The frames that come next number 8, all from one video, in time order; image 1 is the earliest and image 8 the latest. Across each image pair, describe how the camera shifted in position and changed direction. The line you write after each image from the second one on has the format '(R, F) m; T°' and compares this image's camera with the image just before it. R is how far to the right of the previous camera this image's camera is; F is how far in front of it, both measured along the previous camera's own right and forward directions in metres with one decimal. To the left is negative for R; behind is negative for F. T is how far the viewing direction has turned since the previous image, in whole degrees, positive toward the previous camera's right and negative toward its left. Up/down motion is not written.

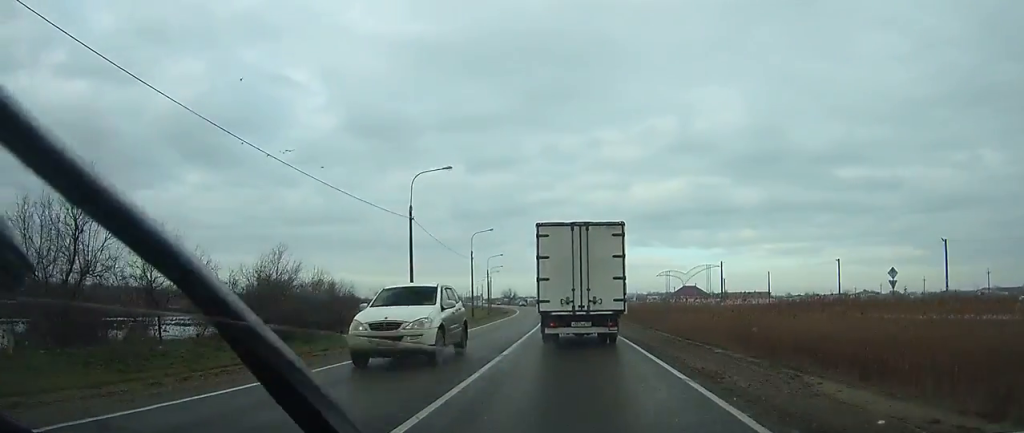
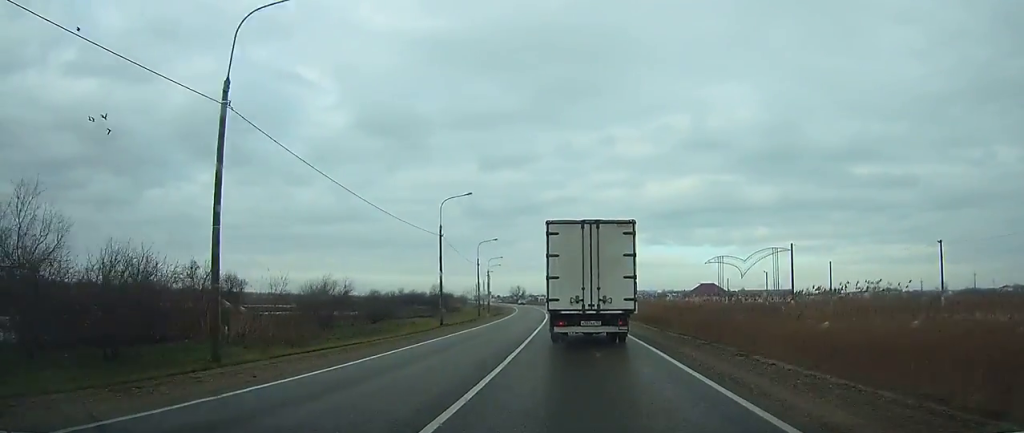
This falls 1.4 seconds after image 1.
(-0.3, +22.8) m; -1°
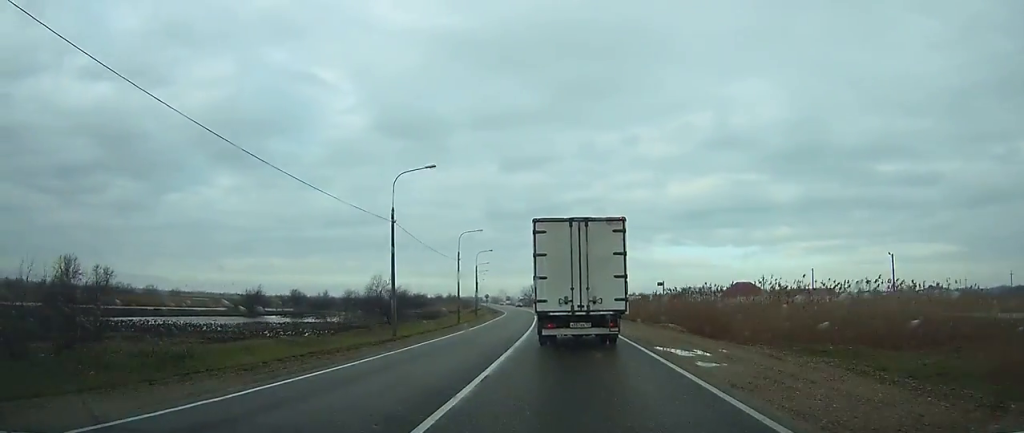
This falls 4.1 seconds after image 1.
(-0.8, +43.6) m; -3°
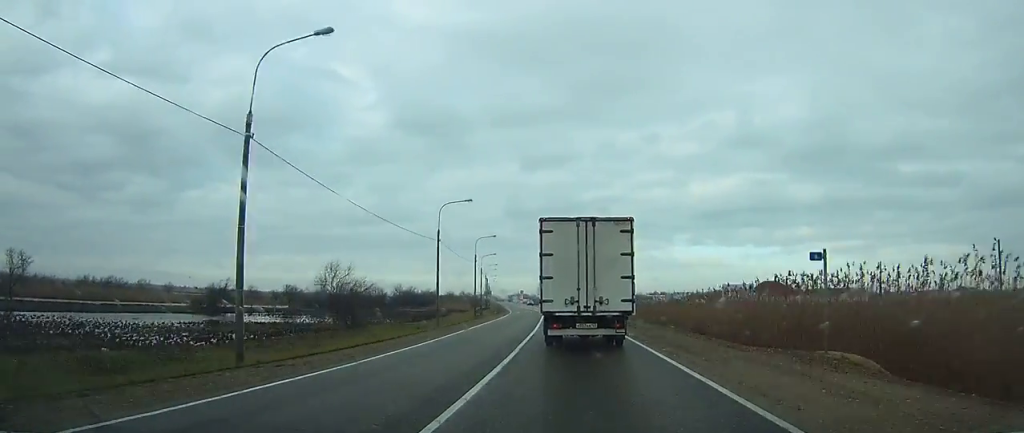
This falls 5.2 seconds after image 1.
(-0.4, +18.6) m; -1°
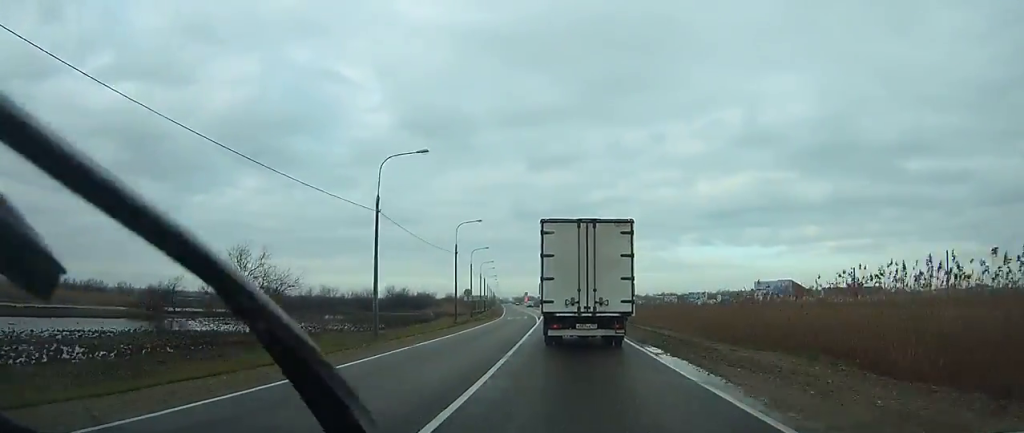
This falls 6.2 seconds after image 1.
(-0.1, +16.5) m; -1°
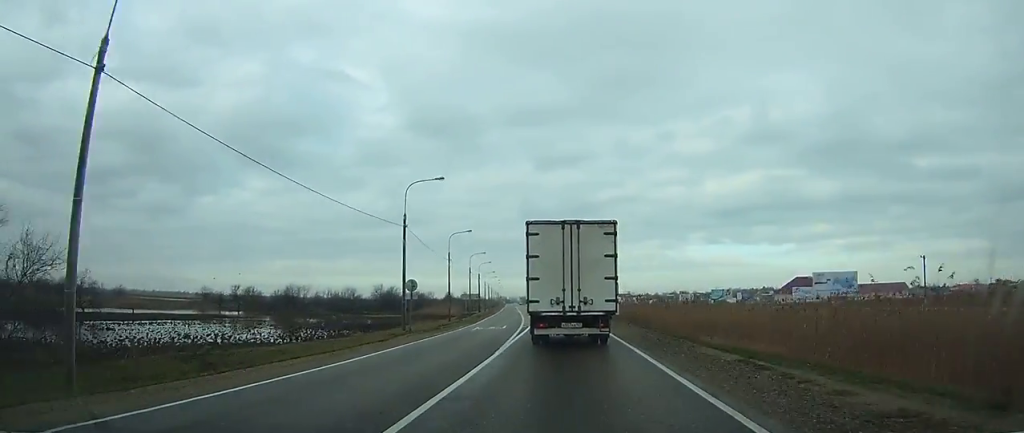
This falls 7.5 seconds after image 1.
(-0.3, +21.0) m; -1°
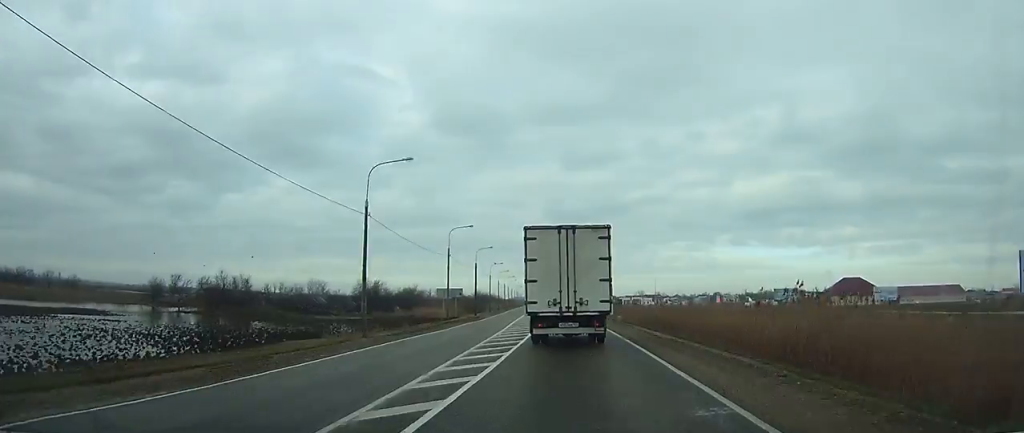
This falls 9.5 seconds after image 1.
(-0.6, +34.7) m; -2°
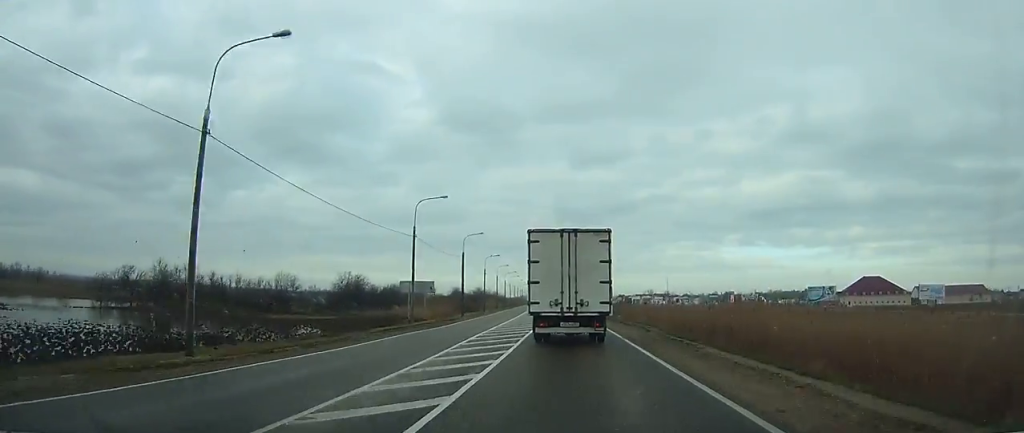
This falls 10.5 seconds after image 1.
(-0.1, +17.1) m; -1°
